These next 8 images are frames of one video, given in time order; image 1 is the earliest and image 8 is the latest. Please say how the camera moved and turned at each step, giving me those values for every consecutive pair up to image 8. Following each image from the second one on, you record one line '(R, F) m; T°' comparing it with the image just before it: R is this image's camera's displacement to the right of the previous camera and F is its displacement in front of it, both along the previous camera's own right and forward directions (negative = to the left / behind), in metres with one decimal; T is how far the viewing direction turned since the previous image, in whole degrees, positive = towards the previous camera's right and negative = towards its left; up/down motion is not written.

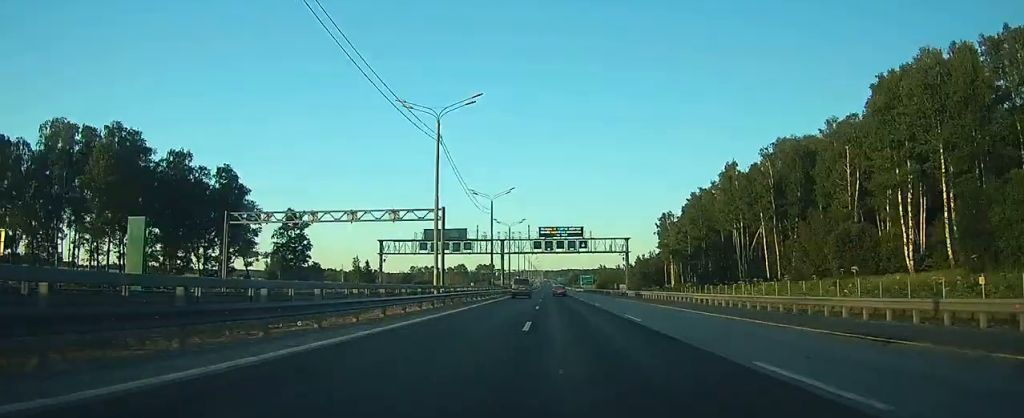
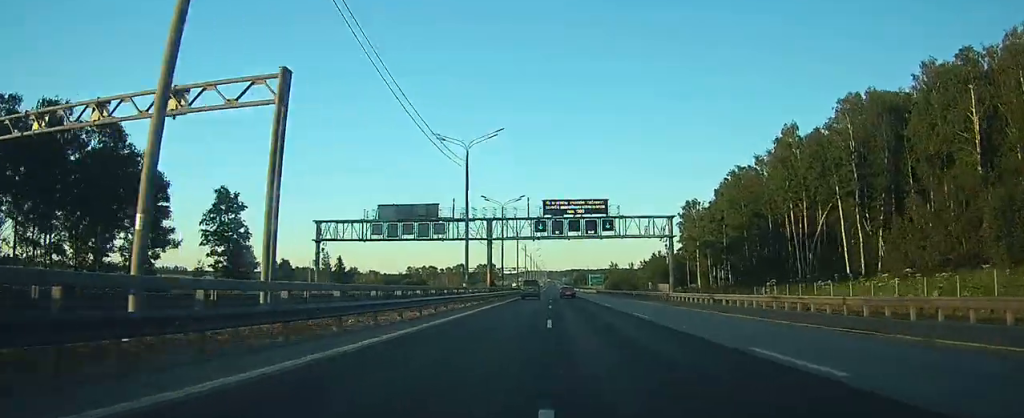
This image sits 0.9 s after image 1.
(-0.1, +31.2) m; 0°
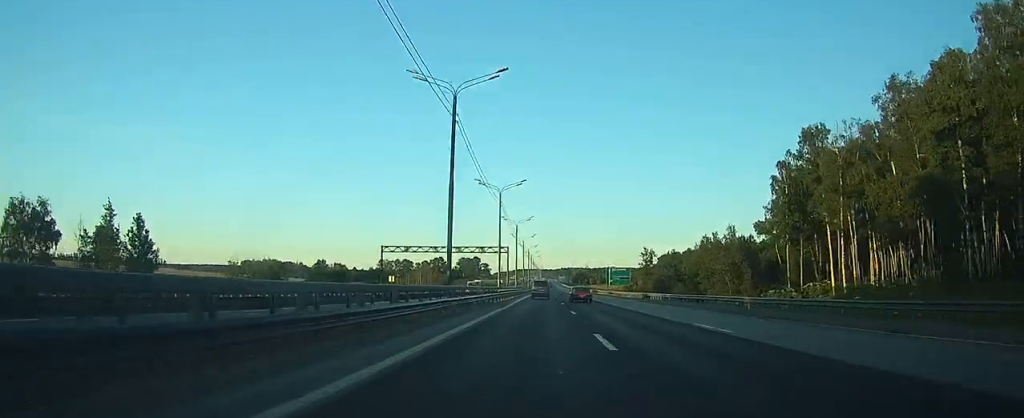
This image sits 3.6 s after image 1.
(+0.1, +87.4) m; 0°
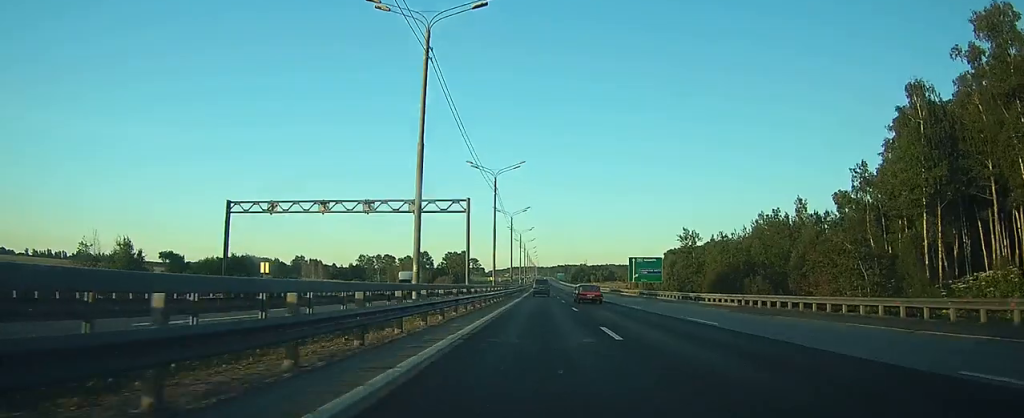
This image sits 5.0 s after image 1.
(+0.4, +44.4) m; +1°
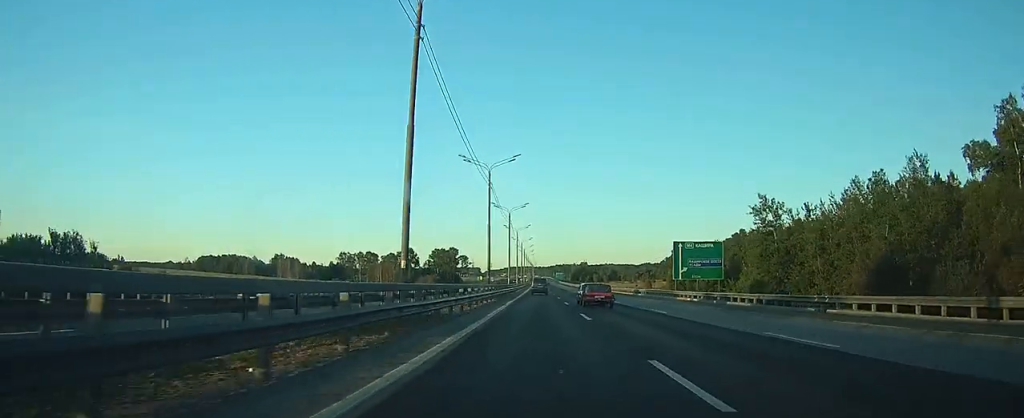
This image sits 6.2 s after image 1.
(+0.1, +38.8) m; 0°
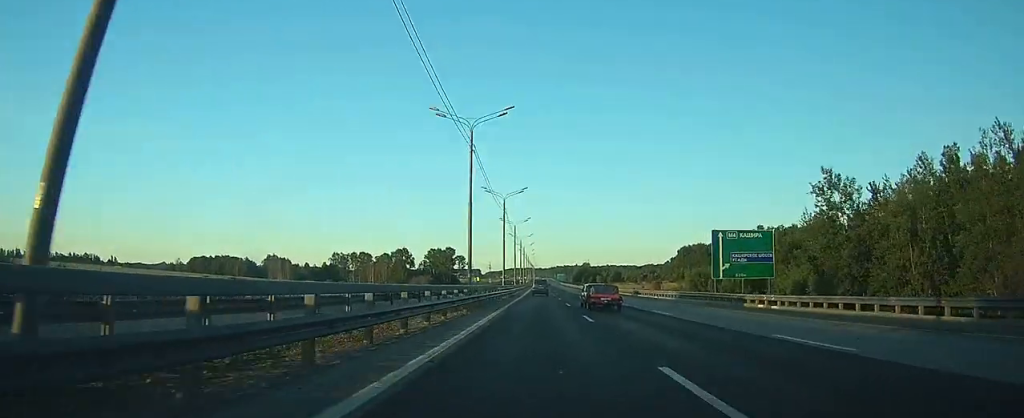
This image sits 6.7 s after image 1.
(0.0, +16.3) m; 0°
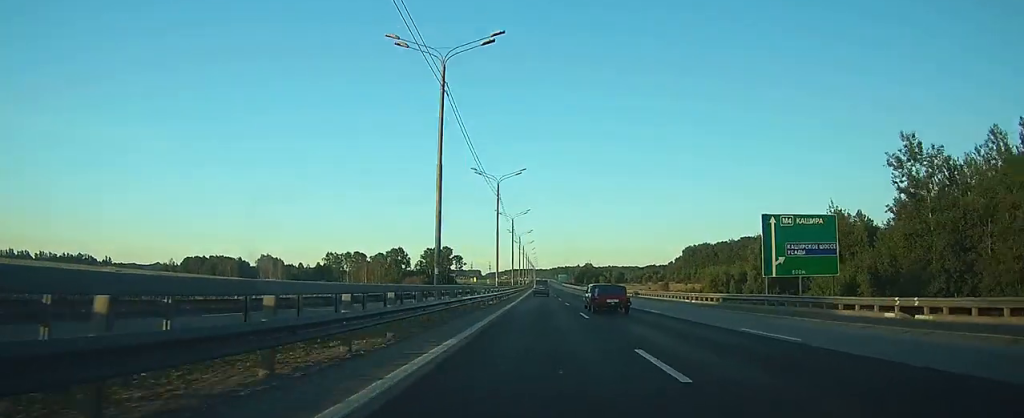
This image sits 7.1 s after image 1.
(0.0, +13.2) m; 0°
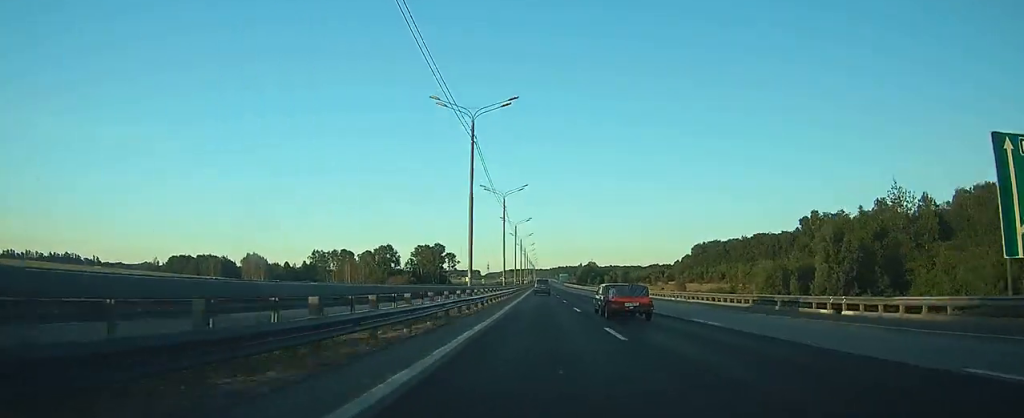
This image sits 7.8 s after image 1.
(-0.1, +25.4) m; 0°
